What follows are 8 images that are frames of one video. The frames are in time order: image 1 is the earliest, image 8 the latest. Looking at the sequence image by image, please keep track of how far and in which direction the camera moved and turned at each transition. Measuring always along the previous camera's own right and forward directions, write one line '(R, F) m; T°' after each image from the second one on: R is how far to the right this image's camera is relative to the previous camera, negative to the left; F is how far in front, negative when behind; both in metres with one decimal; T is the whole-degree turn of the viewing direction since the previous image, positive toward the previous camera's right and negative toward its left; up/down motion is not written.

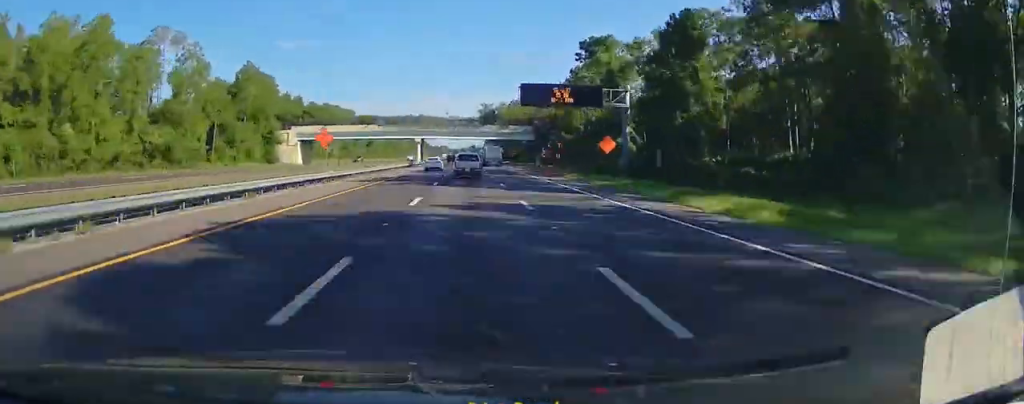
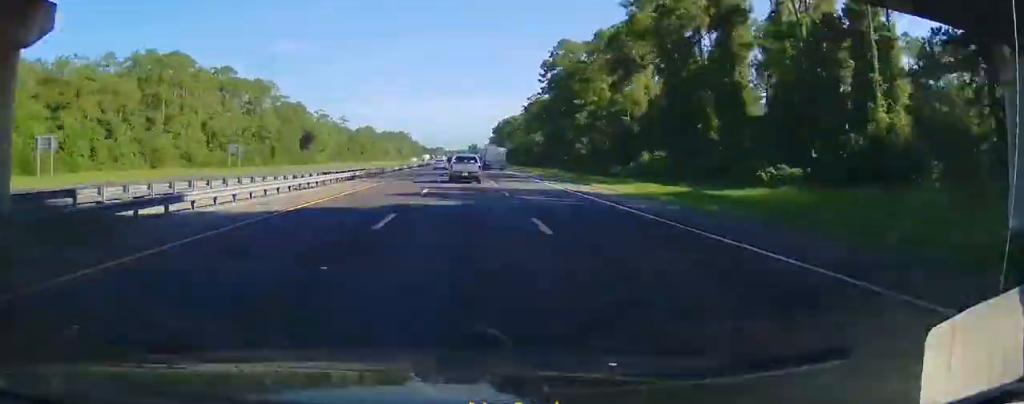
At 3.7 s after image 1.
(+0.1, +128.5) m; 0°
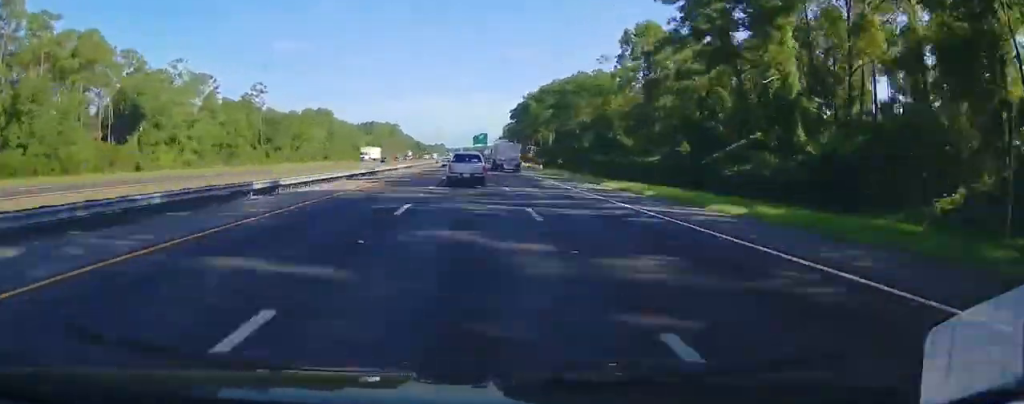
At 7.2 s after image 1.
(-1.1, +118.5) m; 0°
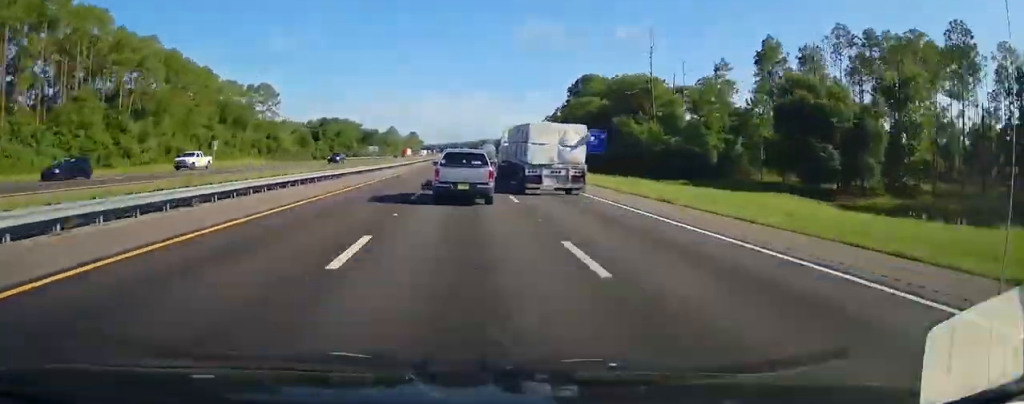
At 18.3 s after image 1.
(-0.7, +367.8) m; -1°
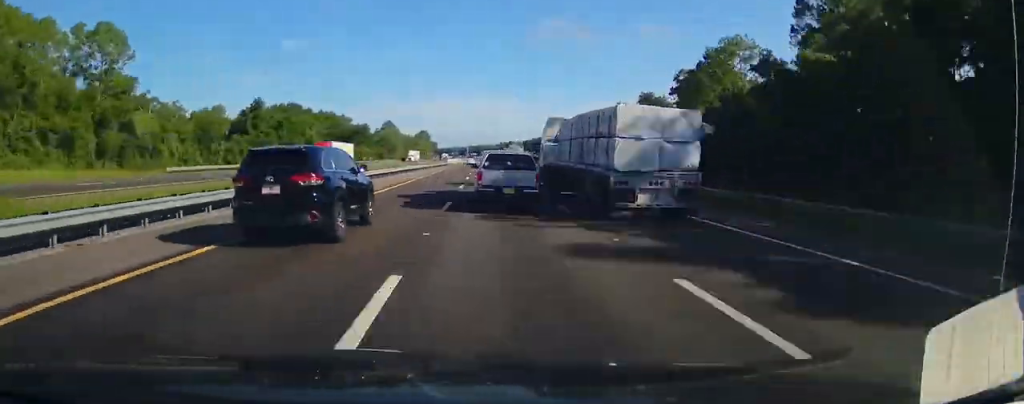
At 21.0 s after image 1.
(-0.3, +86.1) m; 0°
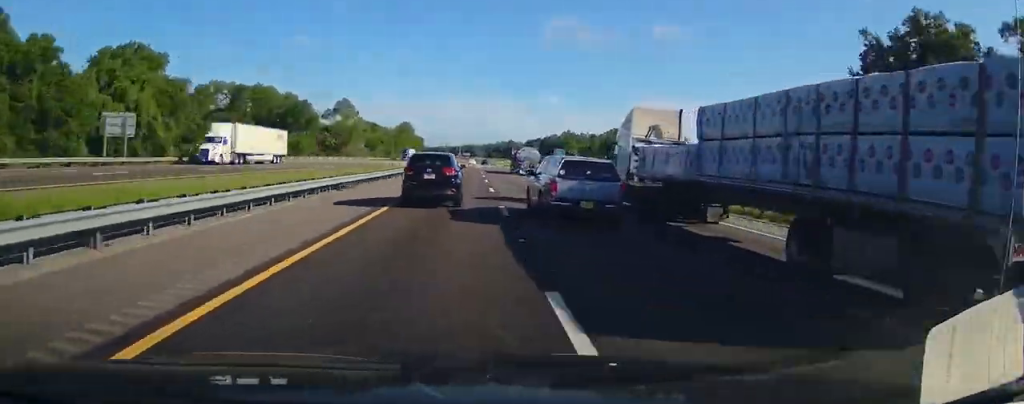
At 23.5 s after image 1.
(-0.5, +80.8) m; 0°
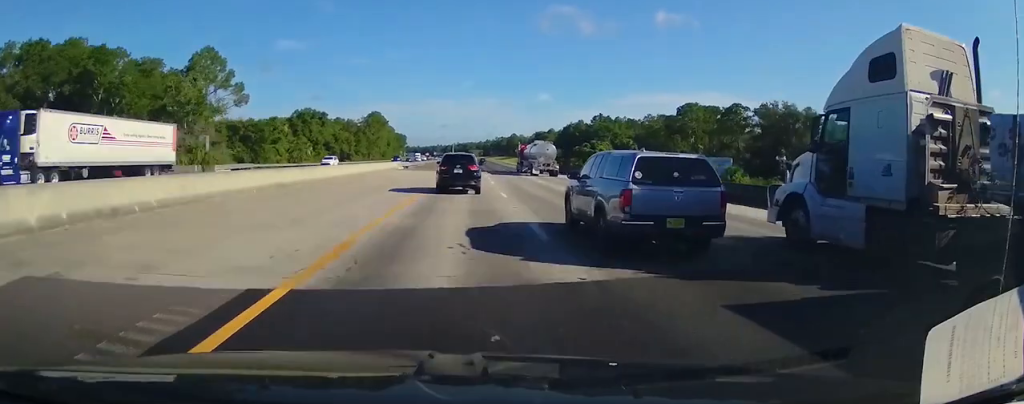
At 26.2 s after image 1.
(+1.2, +81.9) m; 0°
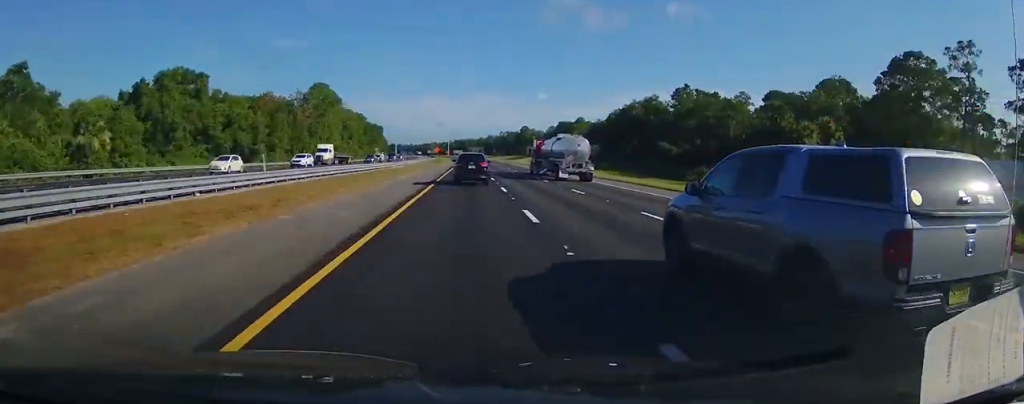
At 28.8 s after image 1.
(0.0, +77.9) m; 0°
